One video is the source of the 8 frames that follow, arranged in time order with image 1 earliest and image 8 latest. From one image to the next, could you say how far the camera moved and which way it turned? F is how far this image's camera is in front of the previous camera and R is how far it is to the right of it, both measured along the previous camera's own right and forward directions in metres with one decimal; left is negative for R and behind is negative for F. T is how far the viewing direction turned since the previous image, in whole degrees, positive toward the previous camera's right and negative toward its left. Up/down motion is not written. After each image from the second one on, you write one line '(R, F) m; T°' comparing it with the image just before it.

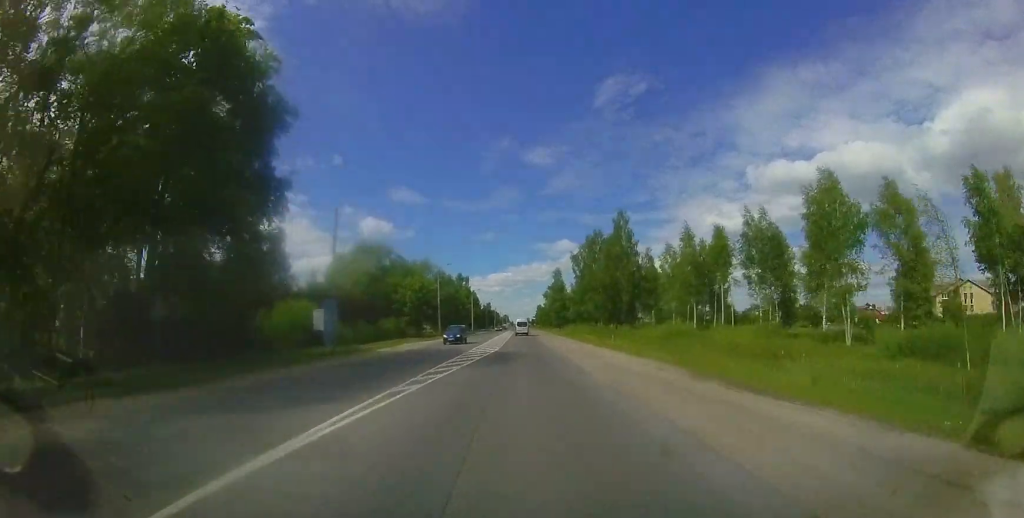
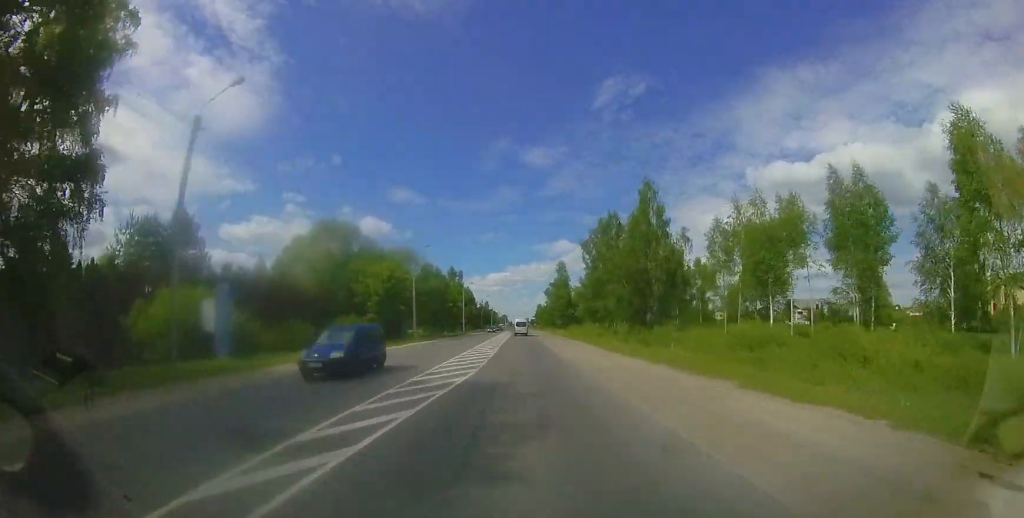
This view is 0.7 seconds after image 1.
(+0.2, +12.4) m; +1°
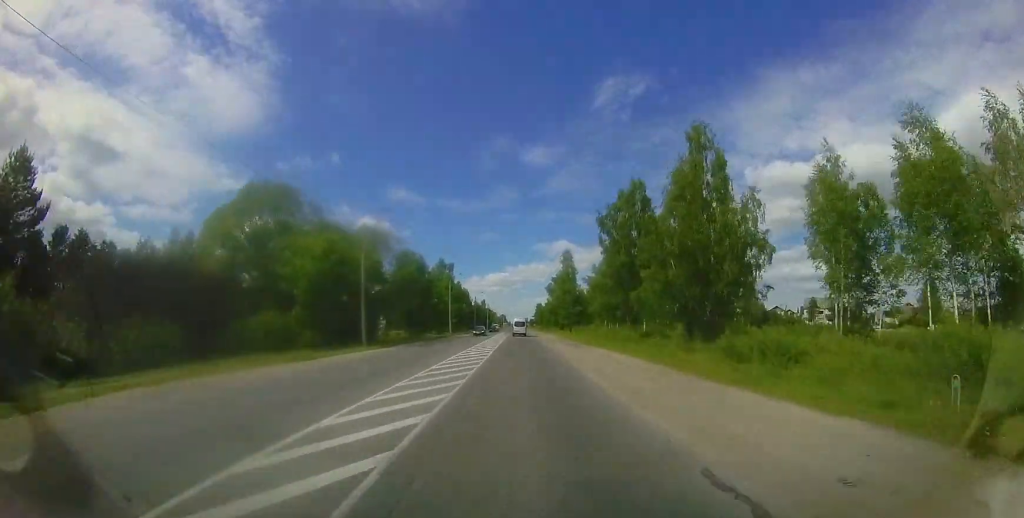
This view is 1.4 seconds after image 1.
(0.0, +13.1) m; 0°
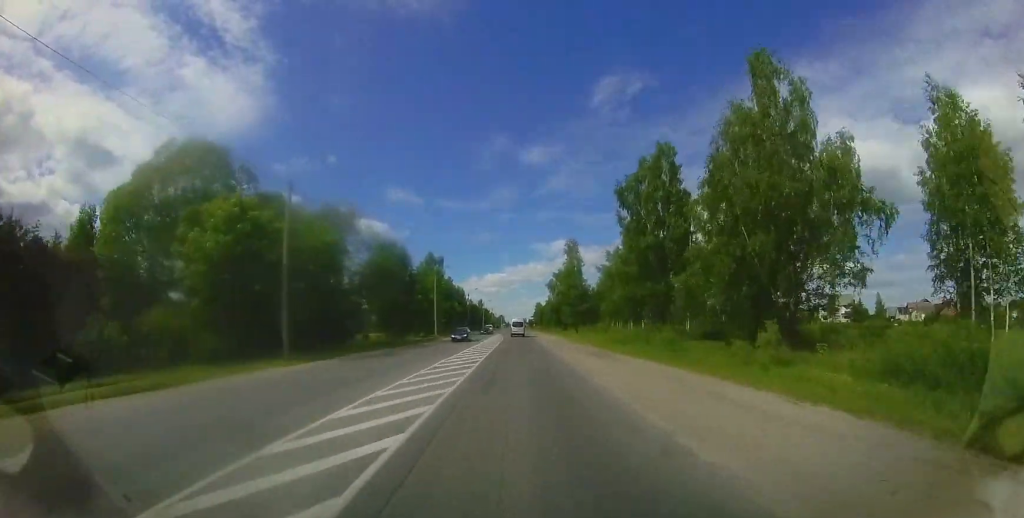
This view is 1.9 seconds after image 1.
(0.0, +10.0) m; 0°
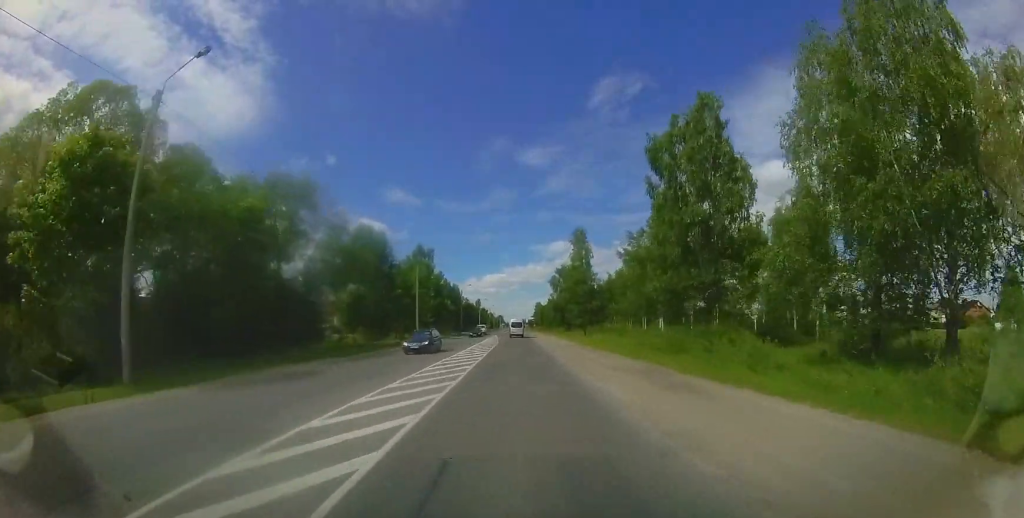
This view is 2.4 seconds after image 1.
(0.0, +9.3) m; +1°
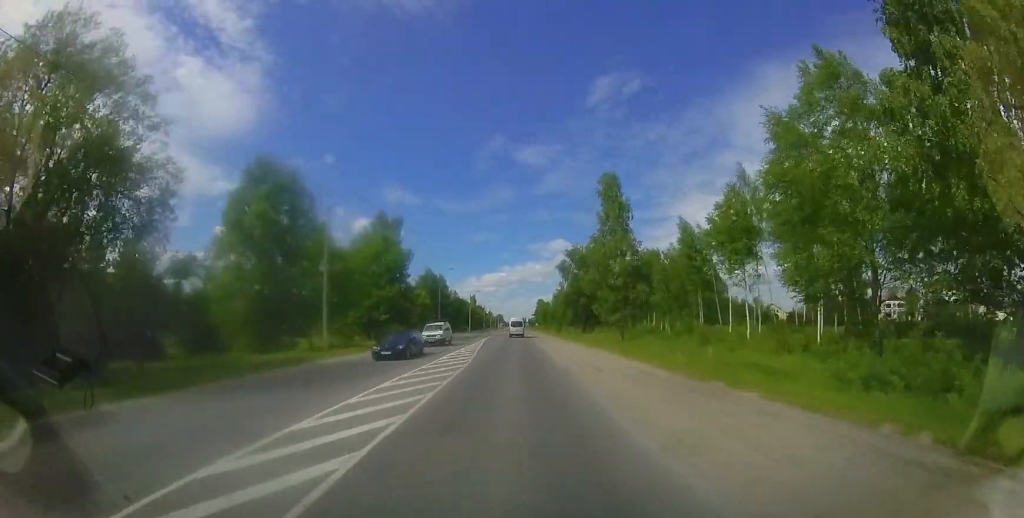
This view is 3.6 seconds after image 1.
(+0.2, +21.6) m; 0°
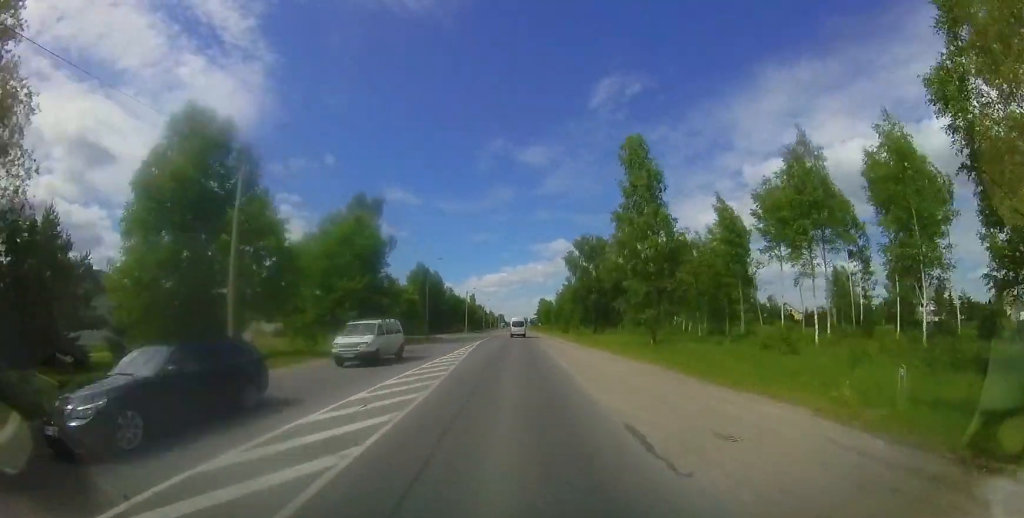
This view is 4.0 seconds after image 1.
(0.0, +8.4) m; 0°
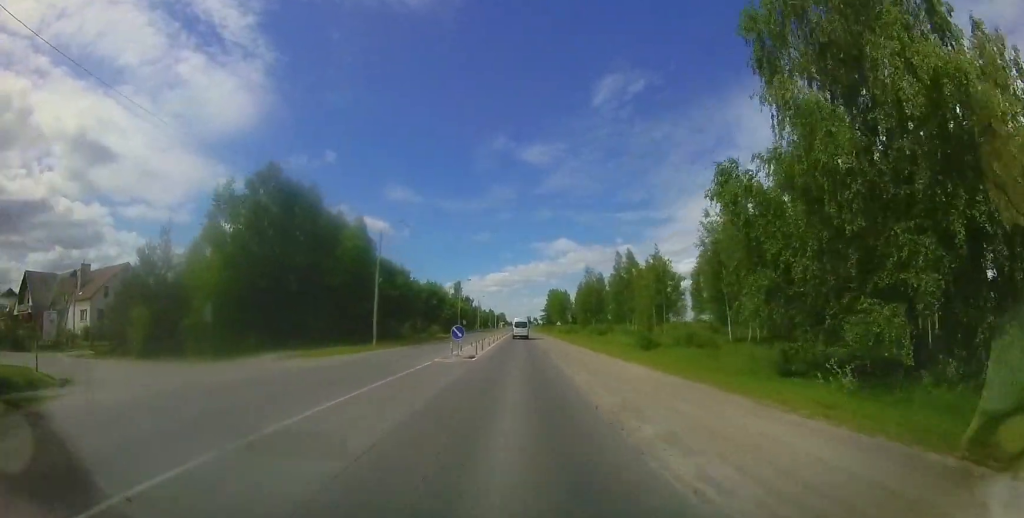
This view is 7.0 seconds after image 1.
(-0.1, +52.9) m; +1°
